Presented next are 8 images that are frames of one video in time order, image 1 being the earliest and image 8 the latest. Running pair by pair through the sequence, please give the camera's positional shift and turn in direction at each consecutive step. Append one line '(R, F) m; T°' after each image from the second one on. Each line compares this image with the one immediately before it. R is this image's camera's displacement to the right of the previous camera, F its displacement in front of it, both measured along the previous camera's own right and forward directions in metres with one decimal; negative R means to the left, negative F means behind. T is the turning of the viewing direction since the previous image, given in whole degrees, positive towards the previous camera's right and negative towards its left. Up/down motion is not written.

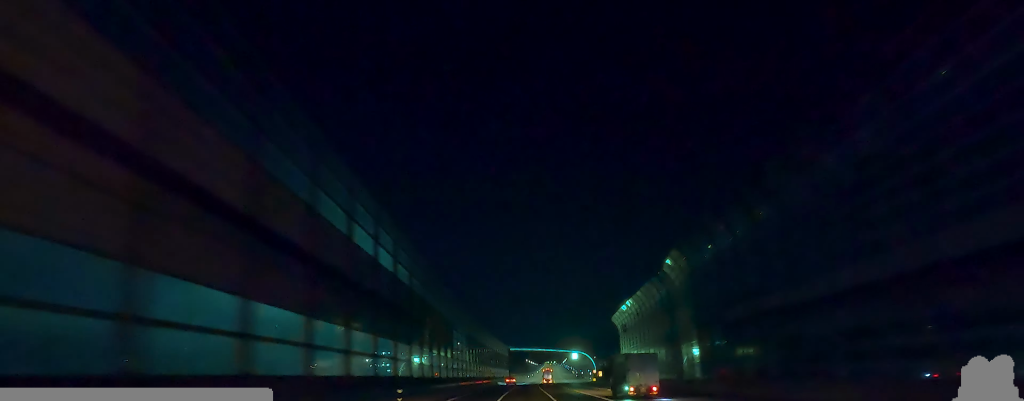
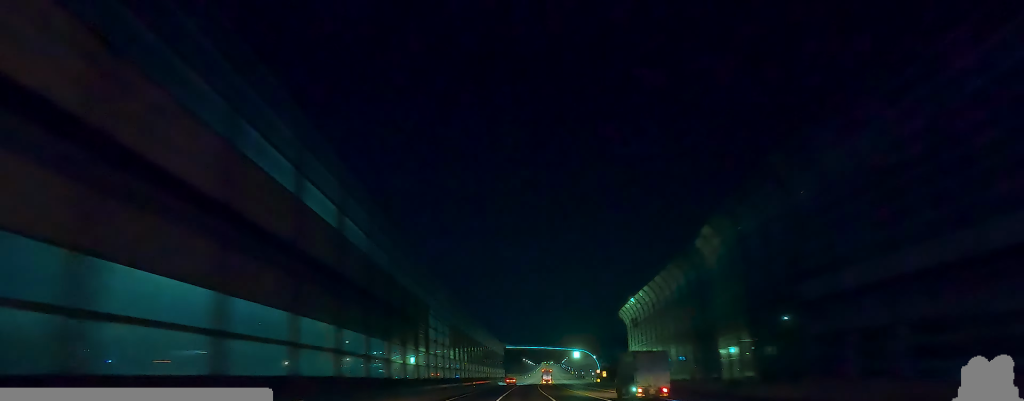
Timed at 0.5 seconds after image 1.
(-0.1, +14.4) m; +1°
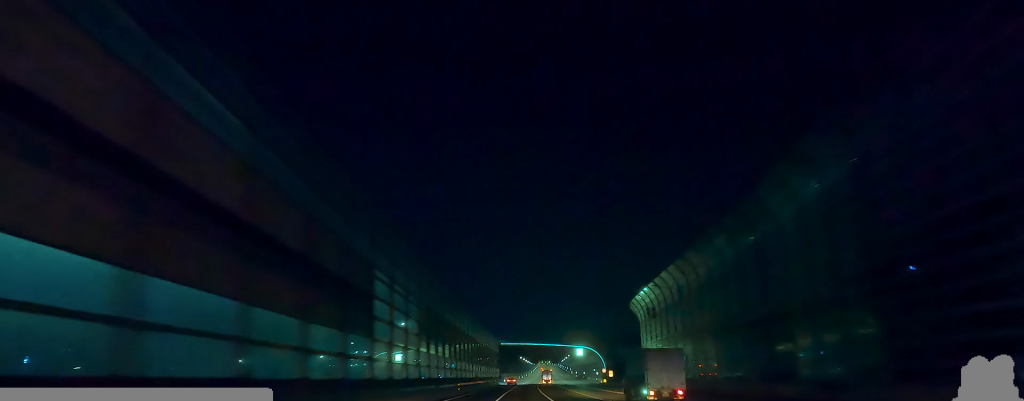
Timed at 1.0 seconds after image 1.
(+0.1, +16.1) m; 0°
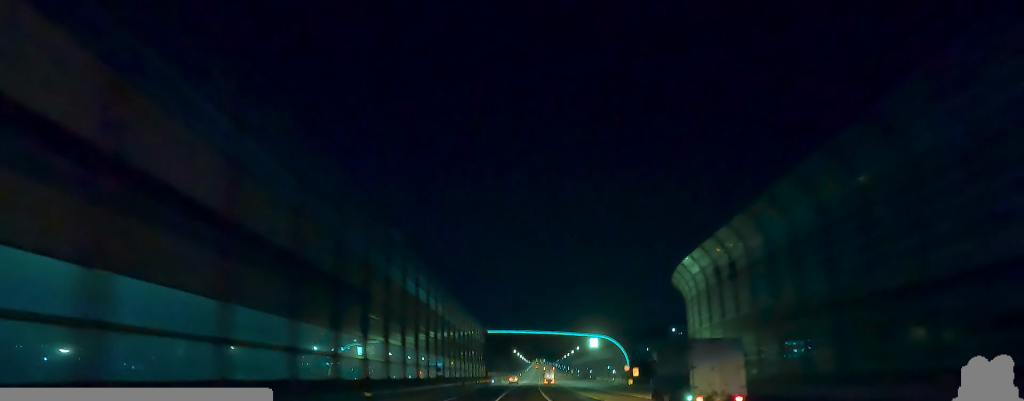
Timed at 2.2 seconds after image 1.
(+0.1, +34.7) m; 0°
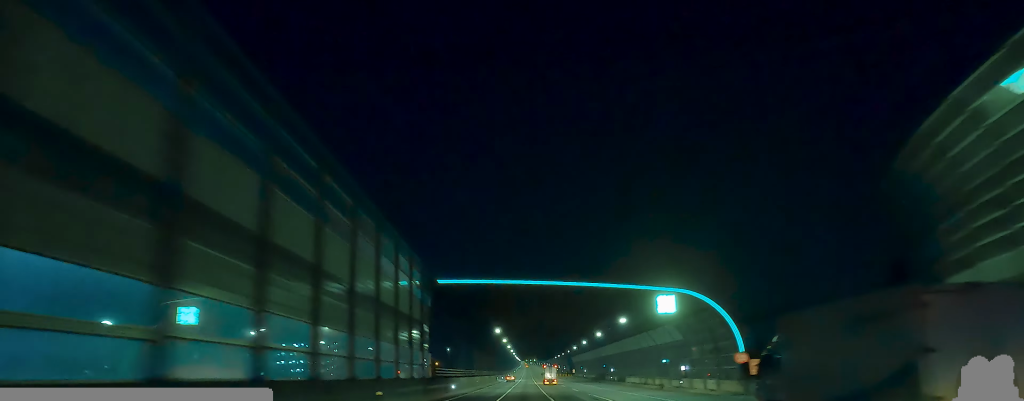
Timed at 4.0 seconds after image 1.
(+1.4, +53.3) m; +4°
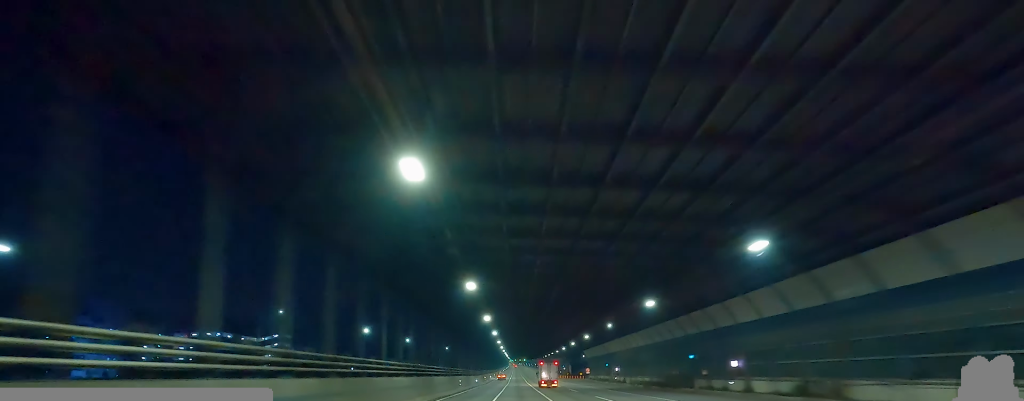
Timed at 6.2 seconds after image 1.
(+0.4, +62.3) m; 0°
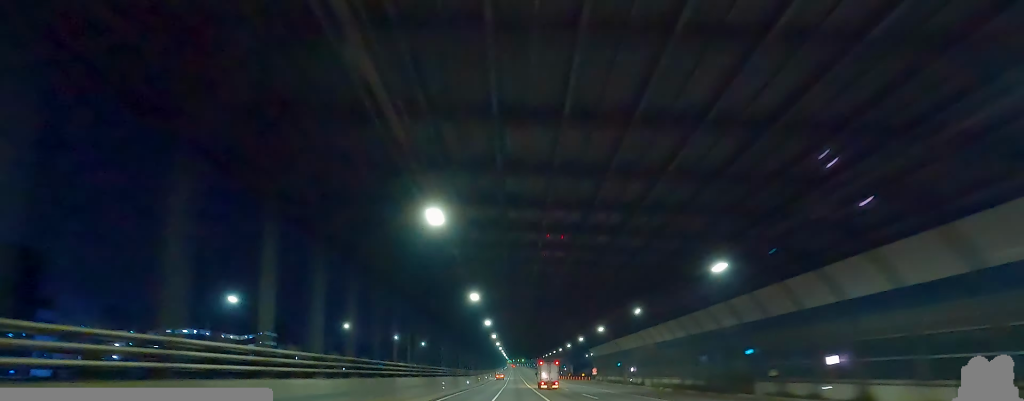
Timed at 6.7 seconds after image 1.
(+0.5, +13.0) m; 0°
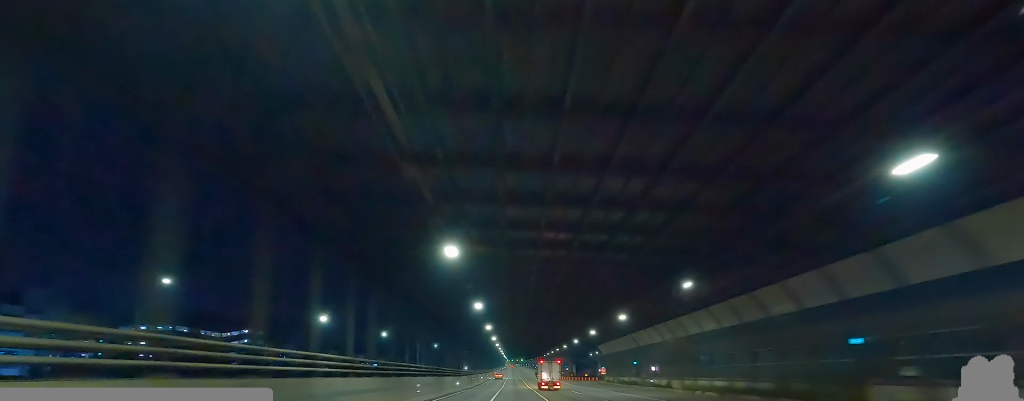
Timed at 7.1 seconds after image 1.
(-0.5, +12.2) m; 0°
